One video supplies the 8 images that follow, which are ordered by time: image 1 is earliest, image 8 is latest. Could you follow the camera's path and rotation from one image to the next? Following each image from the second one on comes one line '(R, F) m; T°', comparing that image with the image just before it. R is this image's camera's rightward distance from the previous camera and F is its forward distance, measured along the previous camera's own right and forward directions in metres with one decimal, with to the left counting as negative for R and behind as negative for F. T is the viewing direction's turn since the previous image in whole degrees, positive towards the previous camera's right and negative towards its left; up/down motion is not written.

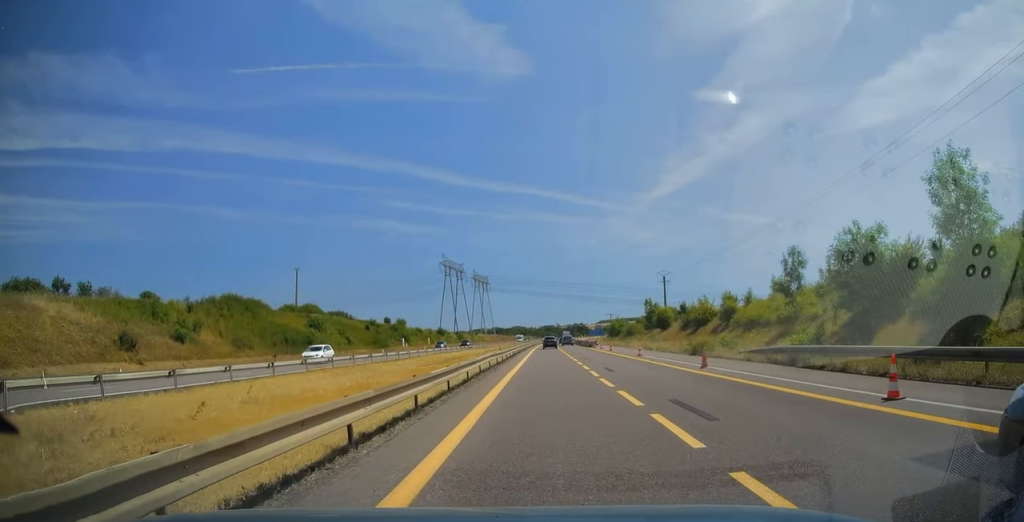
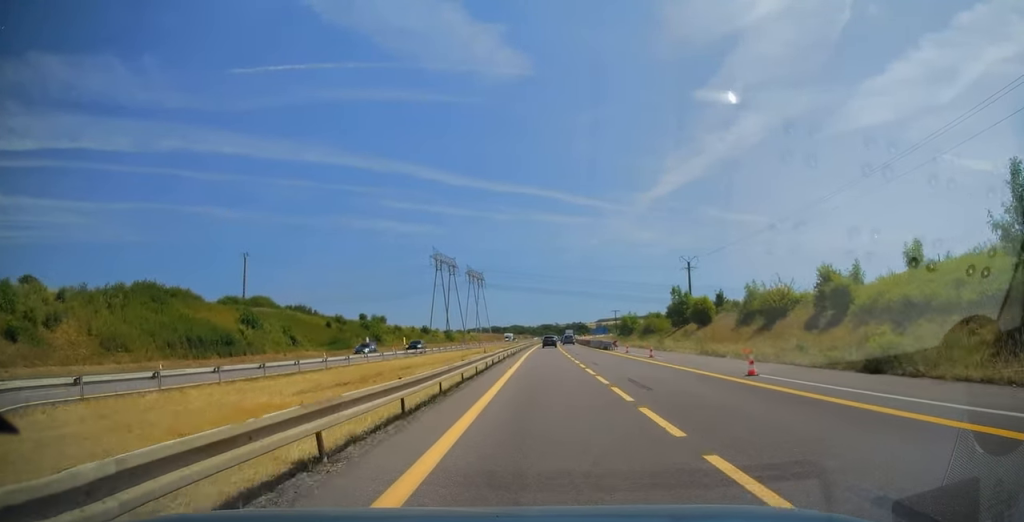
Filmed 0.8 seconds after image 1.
(-0.2, +20.8) m; 0°
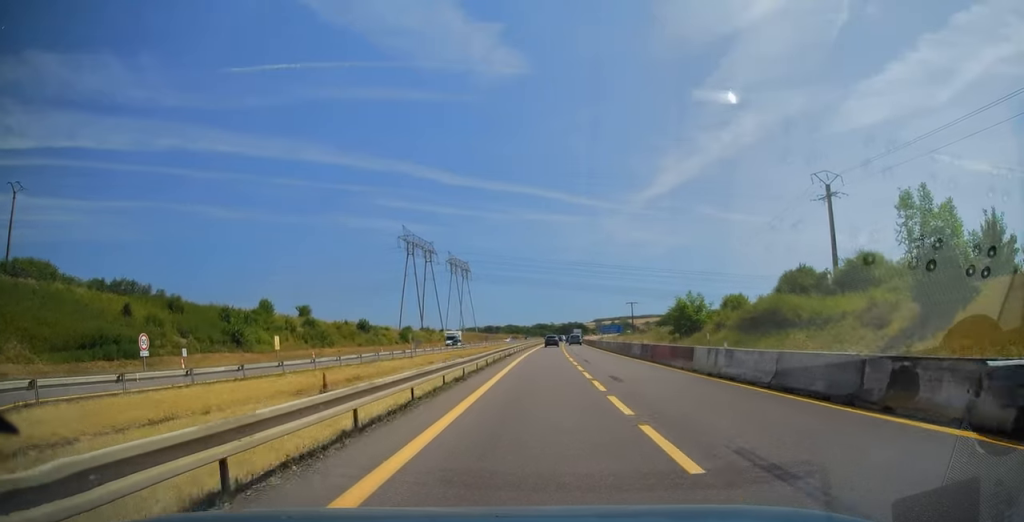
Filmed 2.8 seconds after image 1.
(+0.7, +49.5) m; +1°
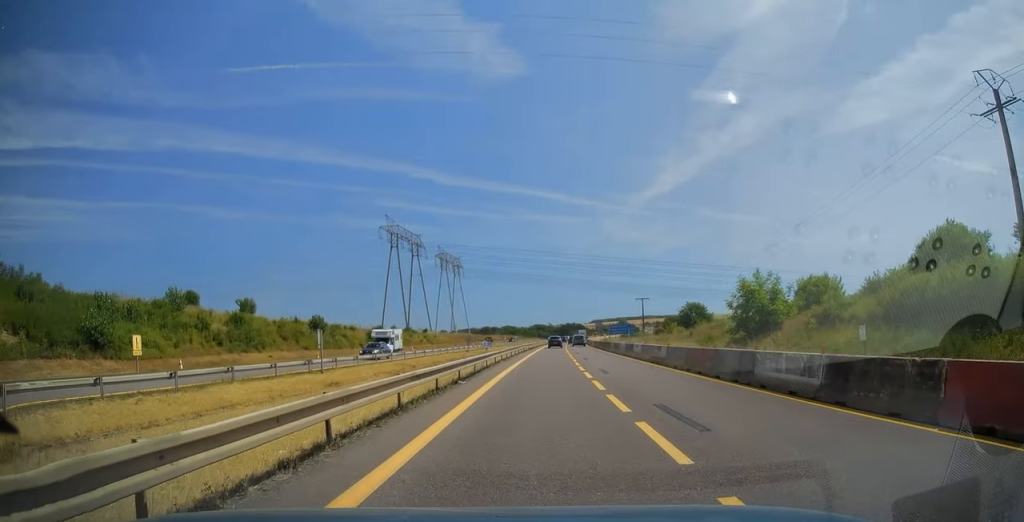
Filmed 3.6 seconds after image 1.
(0.0, +21.2) m; 0°
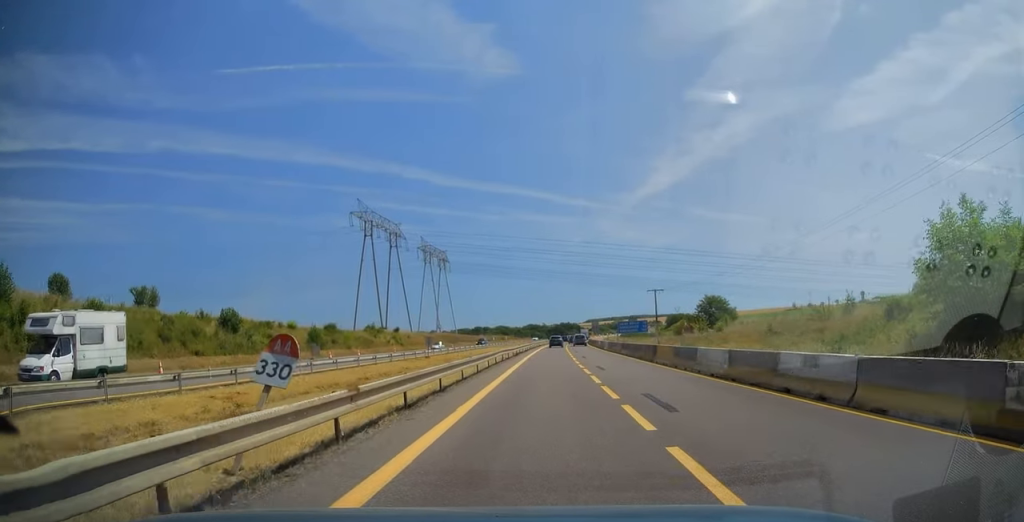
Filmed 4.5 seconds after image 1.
(-0.1, +23.7) m; +1°
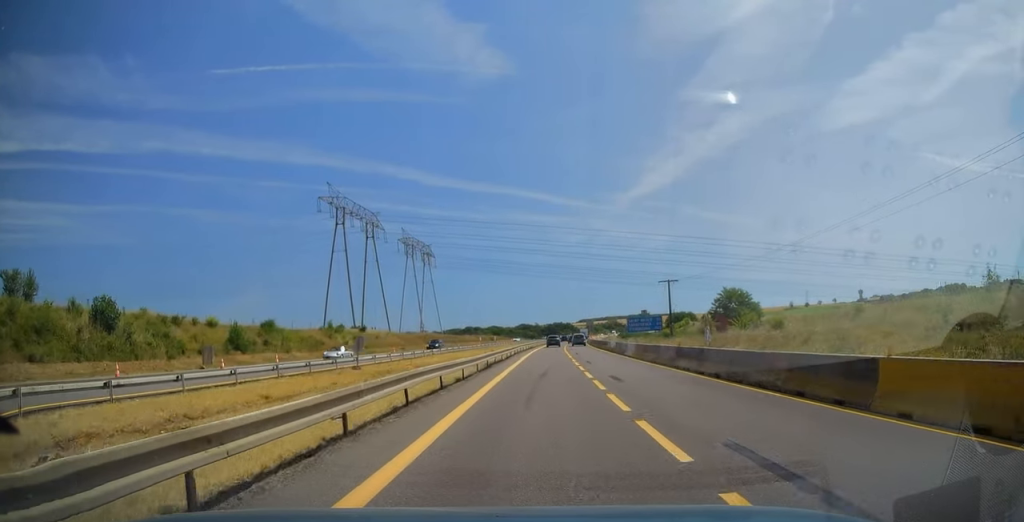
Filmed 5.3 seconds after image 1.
(+0.3, +19.4) m; +1°
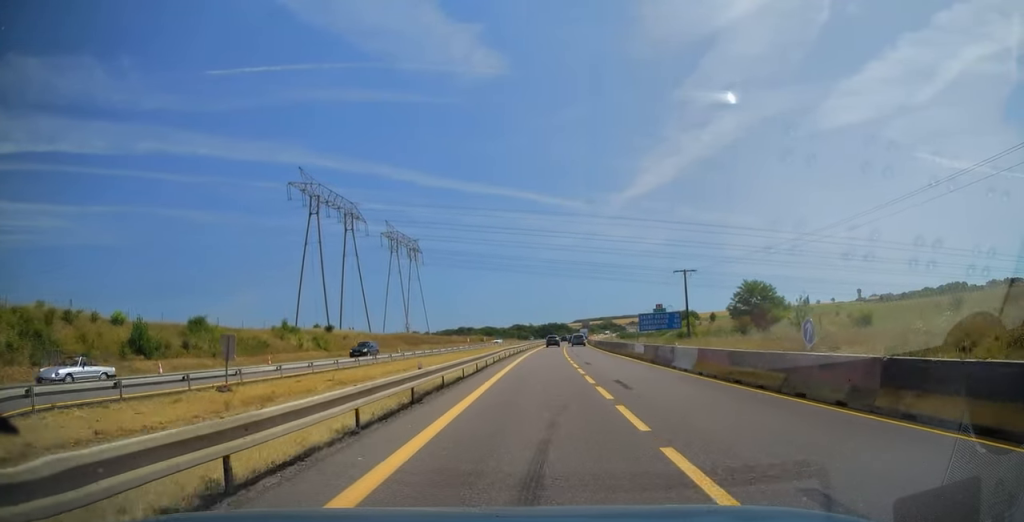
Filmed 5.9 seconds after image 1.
(+0.1, +15.2) m; 0°
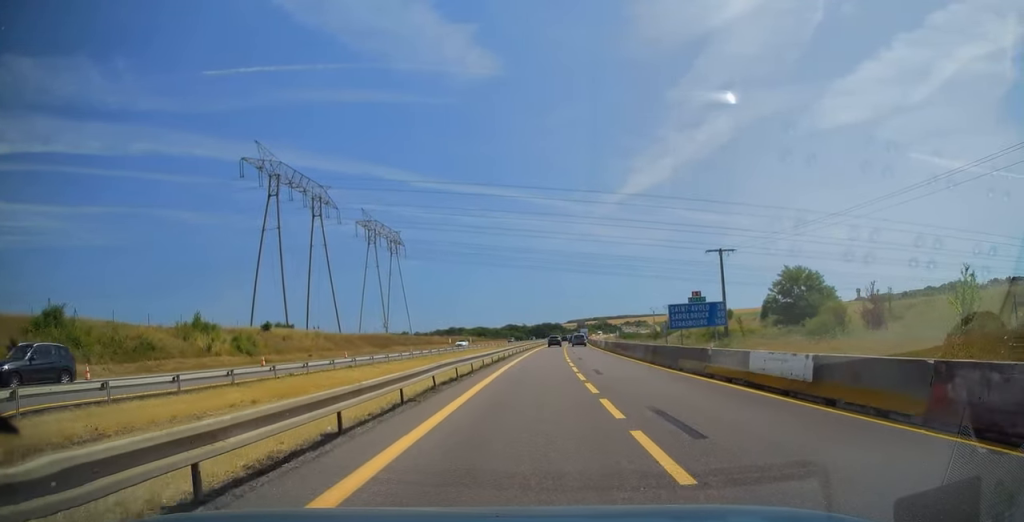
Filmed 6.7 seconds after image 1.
(0.0, +20.3) m; 0°
